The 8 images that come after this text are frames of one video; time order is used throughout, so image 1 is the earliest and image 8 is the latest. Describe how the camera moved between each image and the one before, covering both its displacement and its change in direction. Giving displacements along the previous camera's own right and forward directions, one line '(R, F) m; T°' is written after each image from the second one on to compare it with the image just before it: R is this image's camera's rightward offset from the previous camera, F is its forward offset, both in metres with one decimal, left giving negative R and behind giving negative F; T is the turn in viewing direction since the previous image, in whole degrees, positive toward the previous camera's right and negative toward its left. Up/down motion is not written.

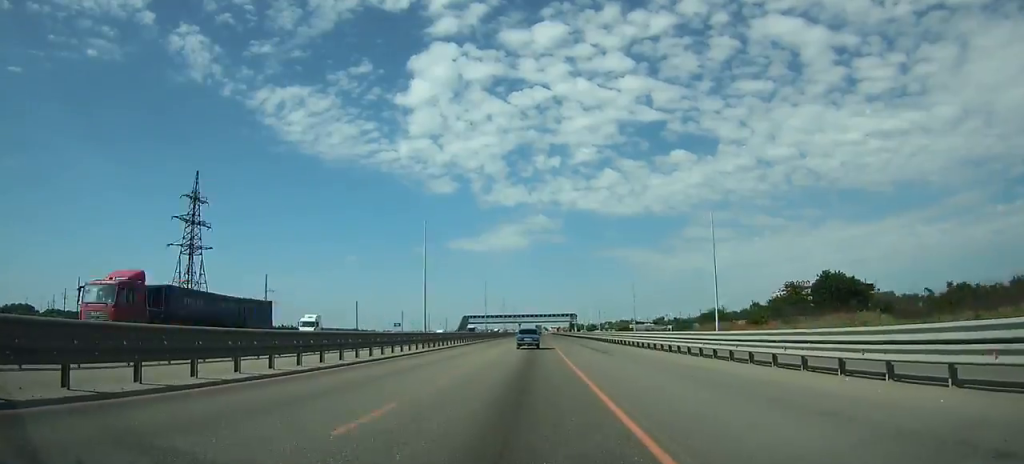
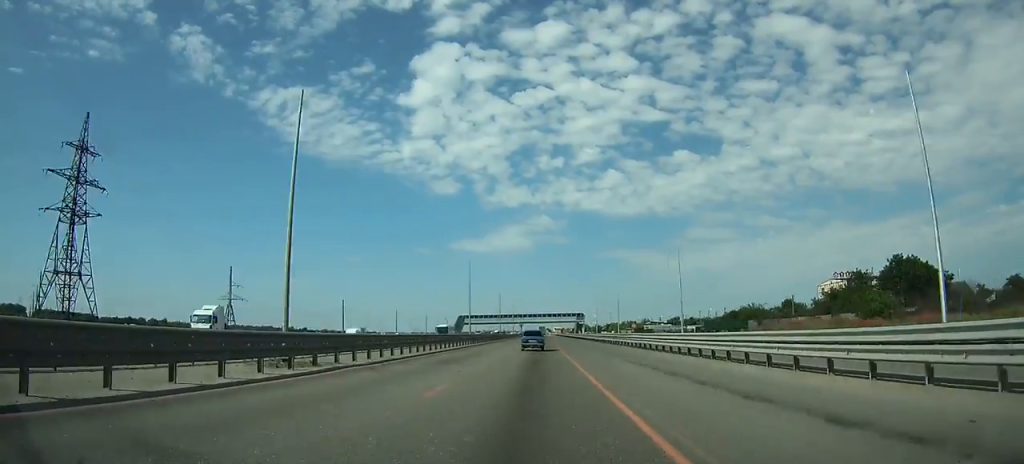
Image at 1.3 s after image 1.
(0.0, +25.8) m; 0°
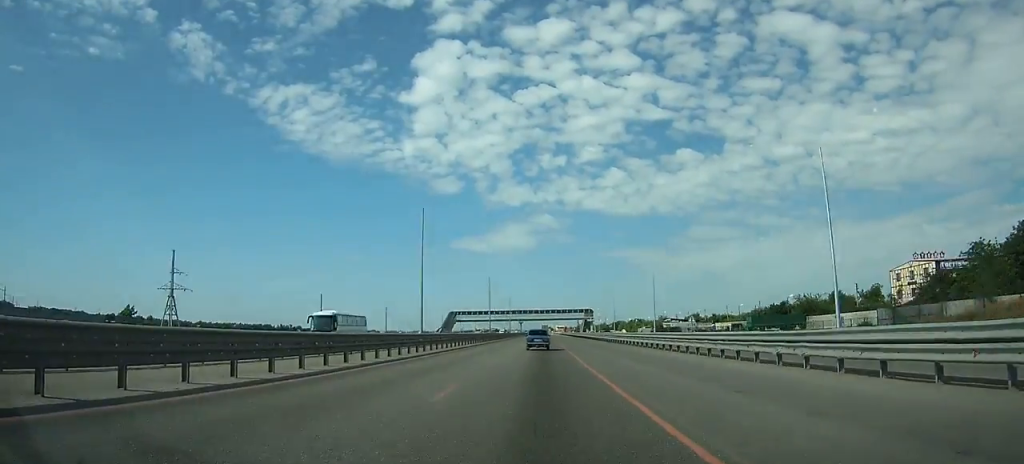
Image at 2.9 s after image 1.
(-0.1, +31.6) m; 0°
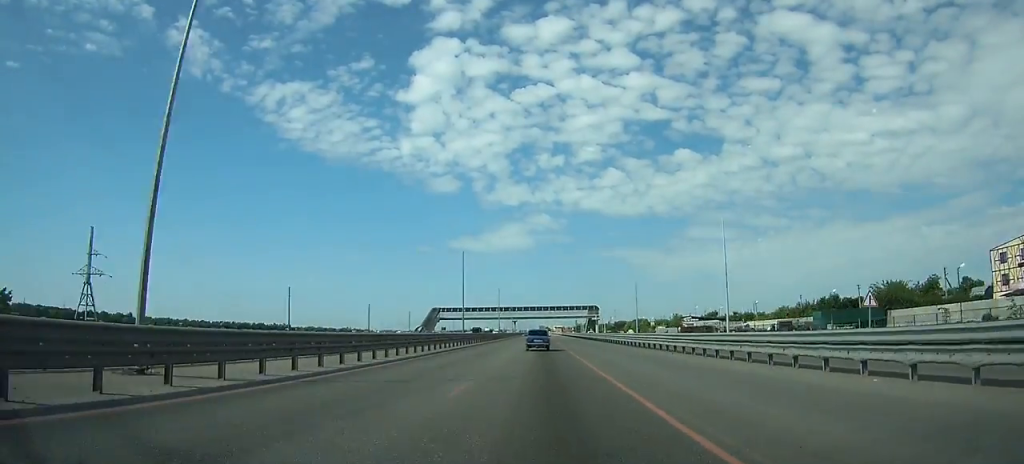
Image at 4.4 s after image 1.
(+0.1, +31.3) m; 0°
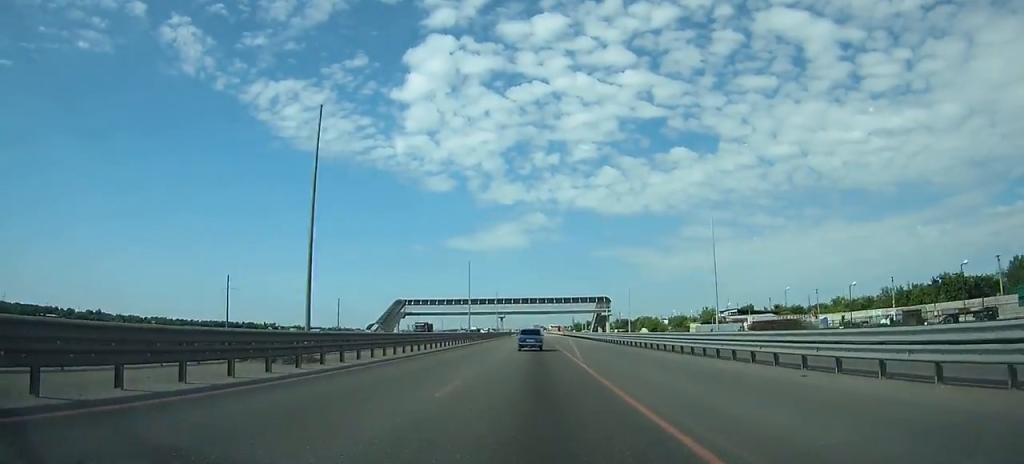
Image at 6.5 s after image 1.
(+0.1, +44.1) m; 0°
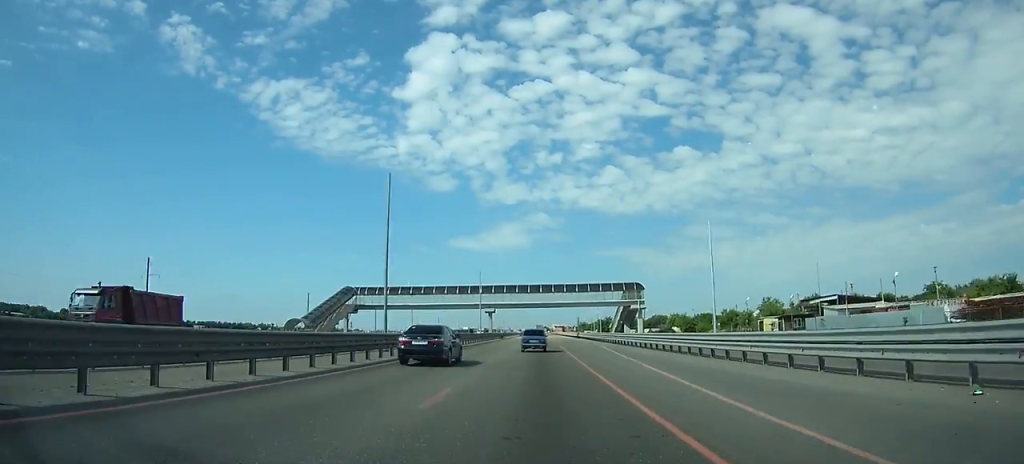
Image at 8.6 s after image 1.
(-0.1, +44.0) m; 0°
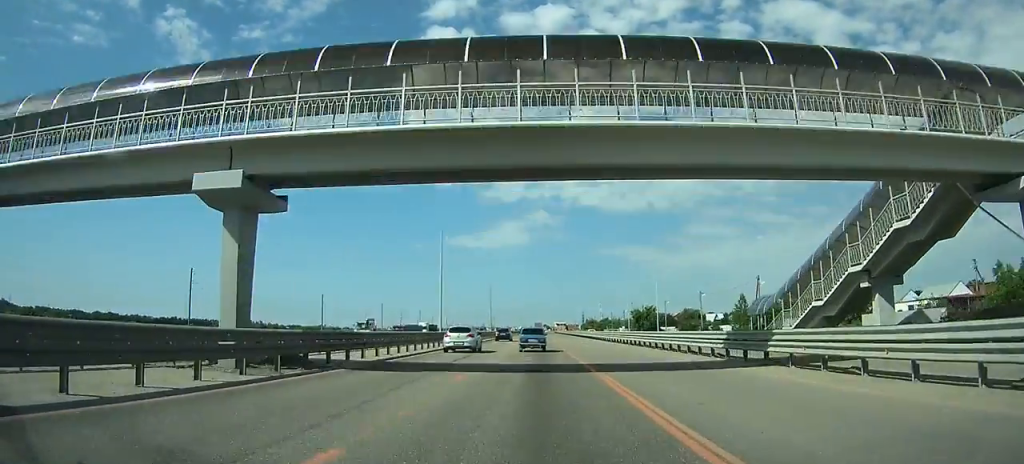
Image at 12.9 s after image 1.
(-0.3, +87.8) m; 0°
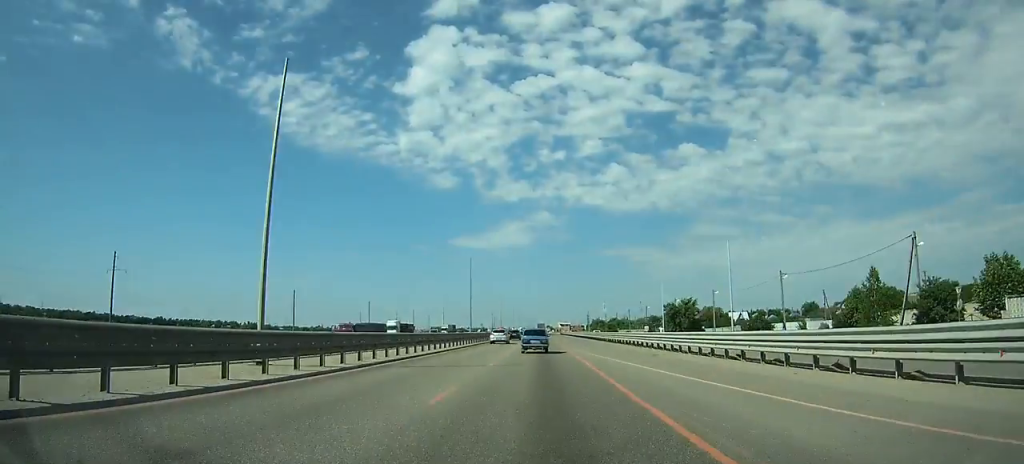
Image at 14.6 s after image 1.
(0.0, +33.7) m; 0°
